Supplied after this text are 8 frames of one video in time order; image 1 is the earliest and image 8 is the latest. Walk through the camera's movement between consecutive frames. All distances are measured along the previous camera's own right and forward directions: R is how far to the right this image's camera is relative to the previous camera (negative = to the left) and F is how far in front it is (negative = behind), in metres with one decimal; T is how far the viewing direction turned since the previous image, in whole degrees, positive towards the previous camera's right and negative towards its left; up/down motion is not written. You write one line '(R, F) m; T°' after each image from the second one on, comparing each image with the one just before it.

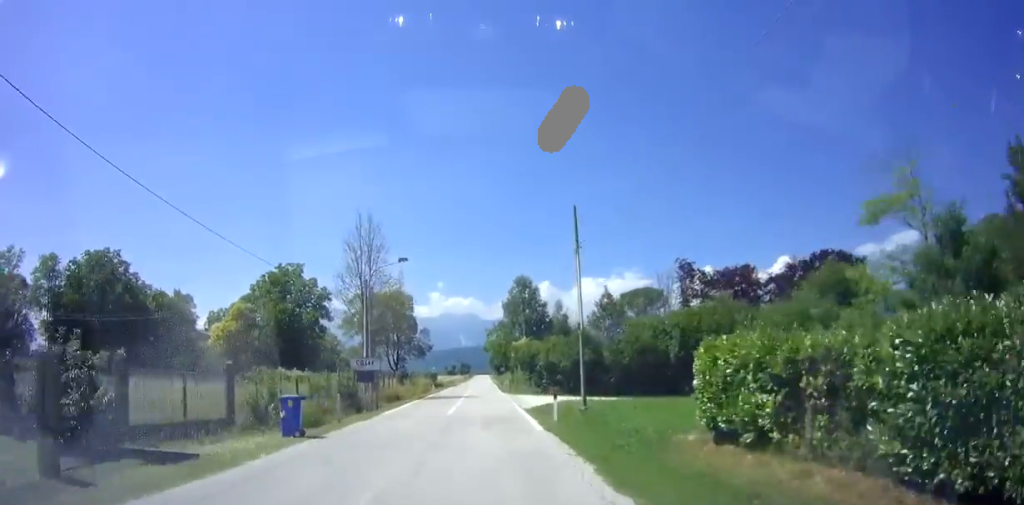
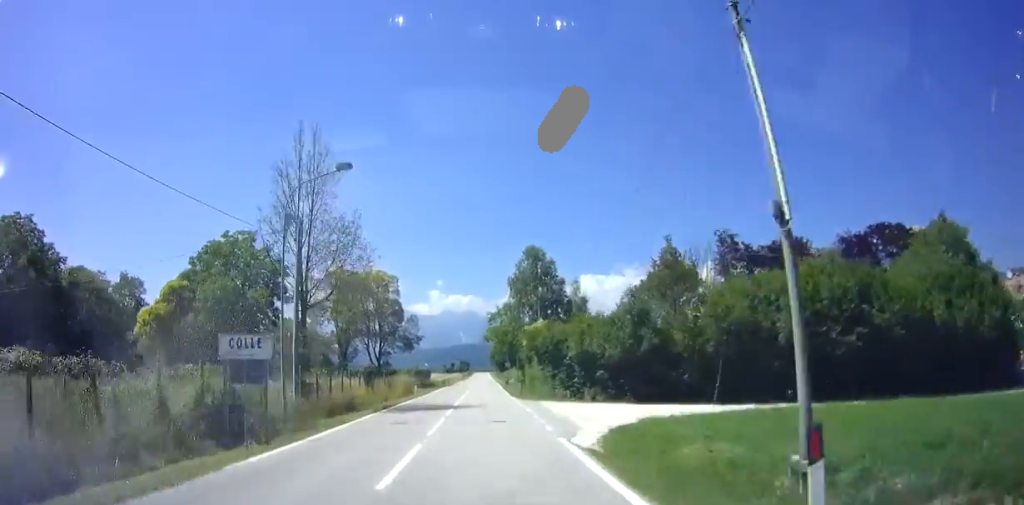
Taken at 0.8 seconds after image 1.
(0.0, +14.0) m; 0°
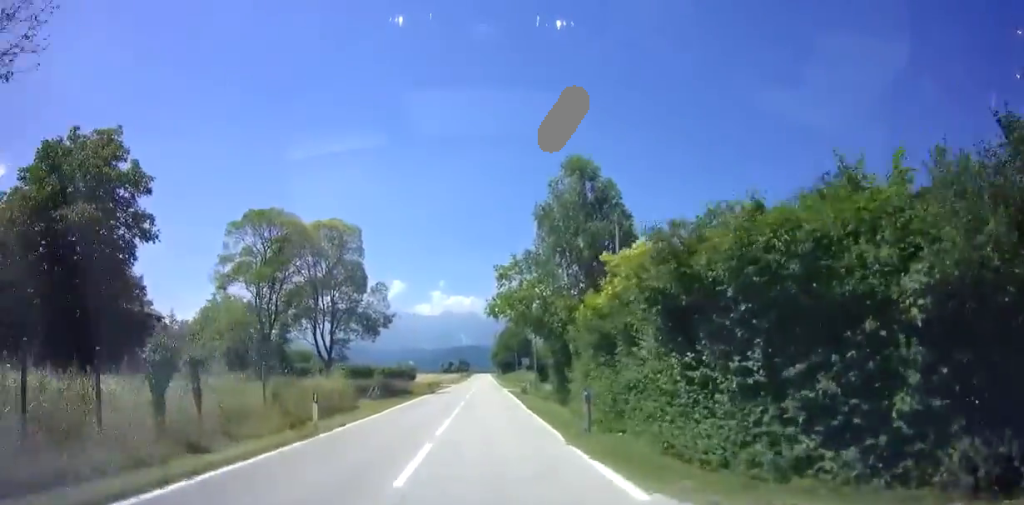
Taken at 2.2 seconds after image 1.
(0.0, +22.3) m; 0°
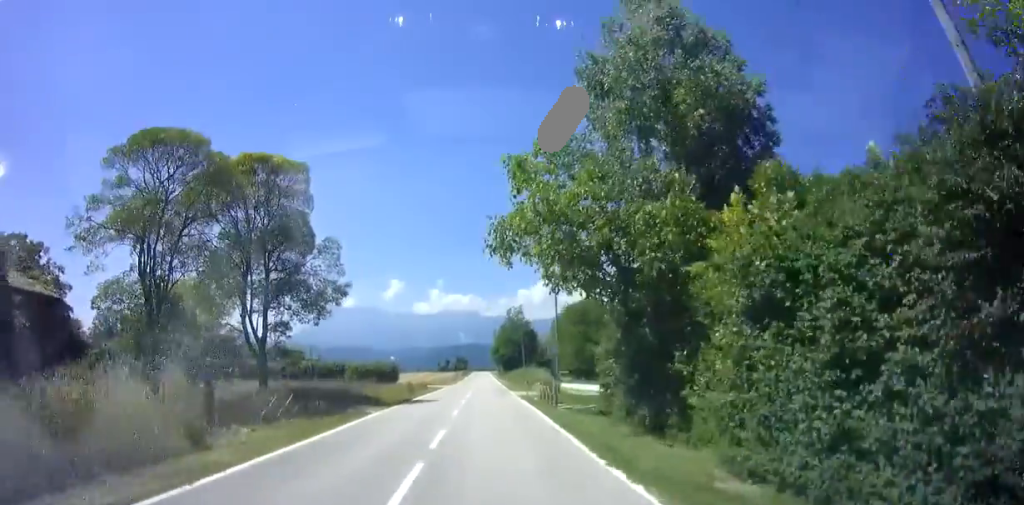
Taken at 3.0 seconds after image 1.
(0.0, +14.0) m; +1°
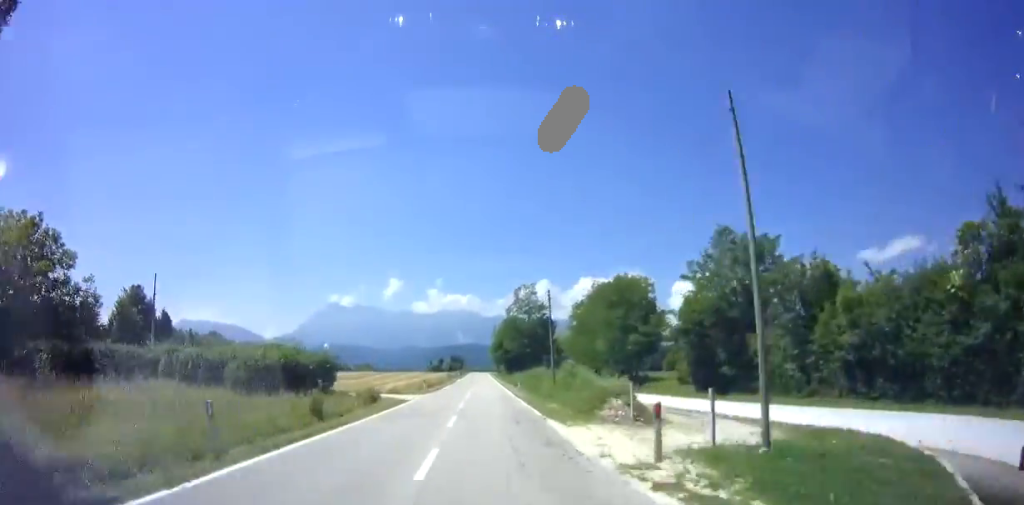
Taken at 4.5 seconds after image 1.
(+0.1, +25.2) m; -1°
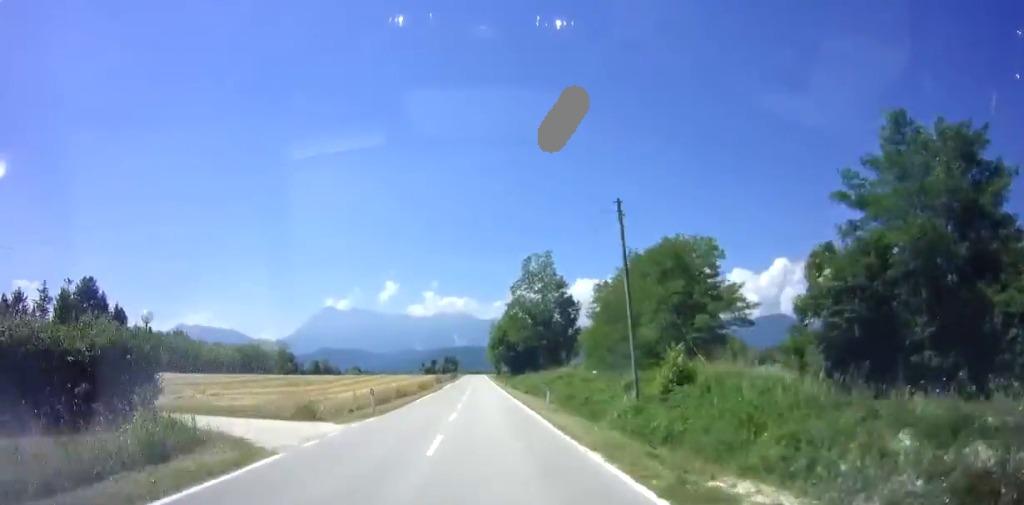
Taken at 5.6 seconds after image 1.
(-0.2, +19.0) m; 0°
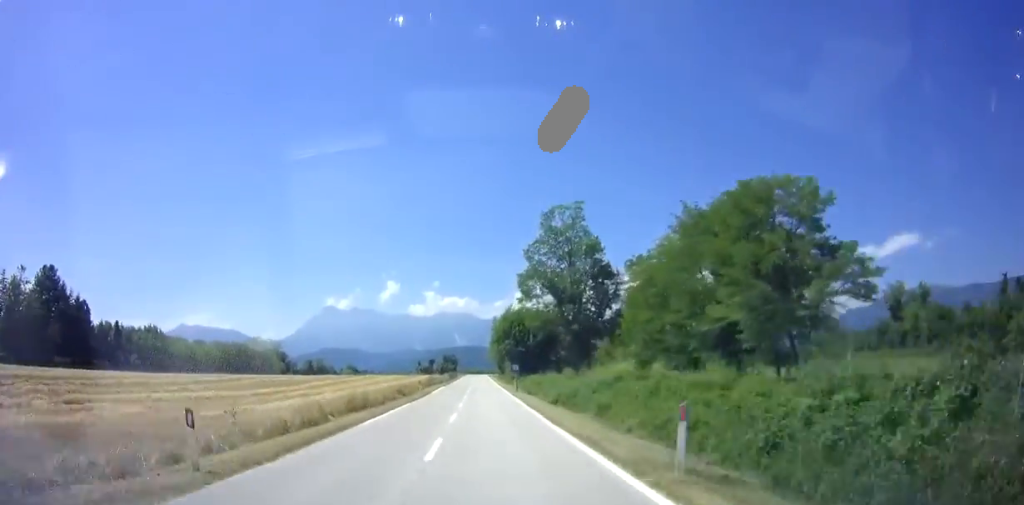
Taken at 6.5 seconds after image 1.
(+0.2, +14.7) m; 0°
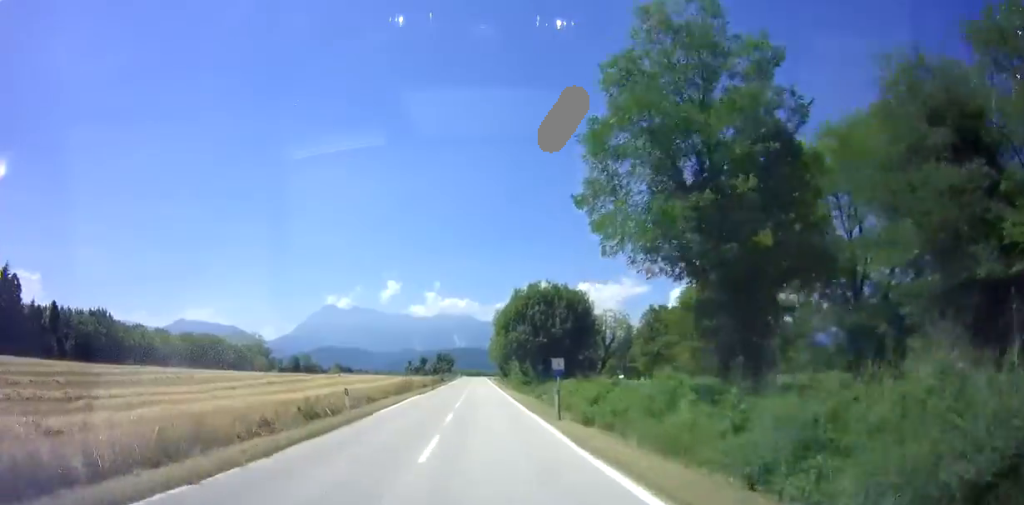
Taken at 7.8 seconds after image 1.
(-0.3, +22.9) m; 0°
